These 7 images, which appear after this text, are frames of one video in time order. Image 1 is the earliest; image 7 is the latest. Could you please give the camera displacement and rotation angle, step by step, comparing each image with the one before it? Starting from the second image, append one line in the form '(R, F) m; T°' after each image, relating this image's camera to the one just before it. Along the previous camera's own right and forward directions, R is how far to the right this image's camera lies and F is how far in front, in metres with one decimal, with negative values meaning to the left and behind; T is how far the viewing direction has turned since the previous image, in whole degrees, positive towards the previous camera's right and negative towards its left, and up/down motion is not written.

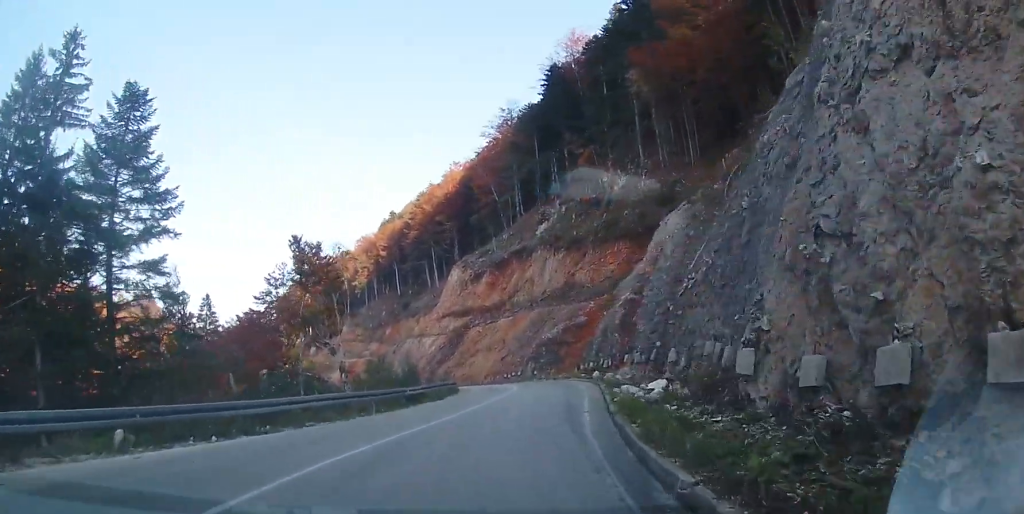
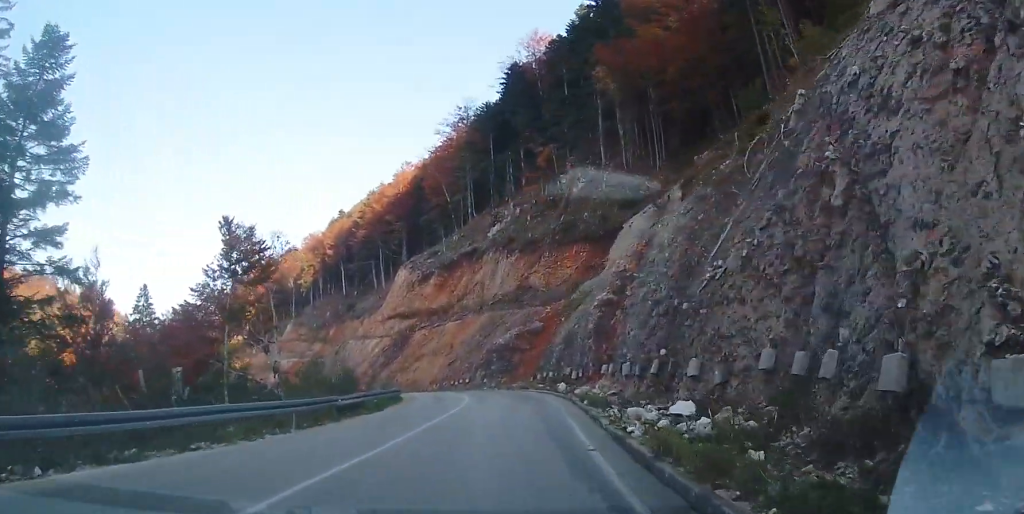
(-0.1, +4.6) m; +6°
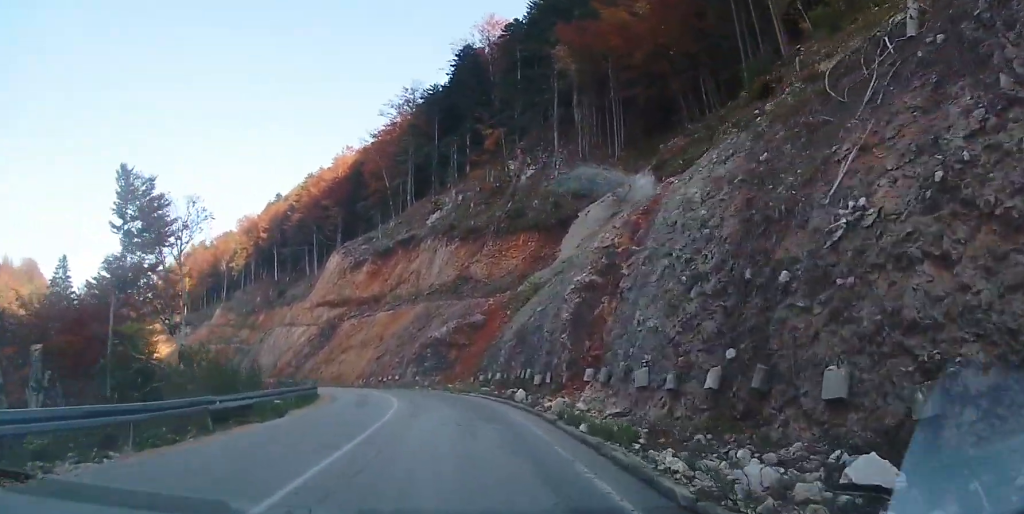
(+1.1, +6.1) m; +8°
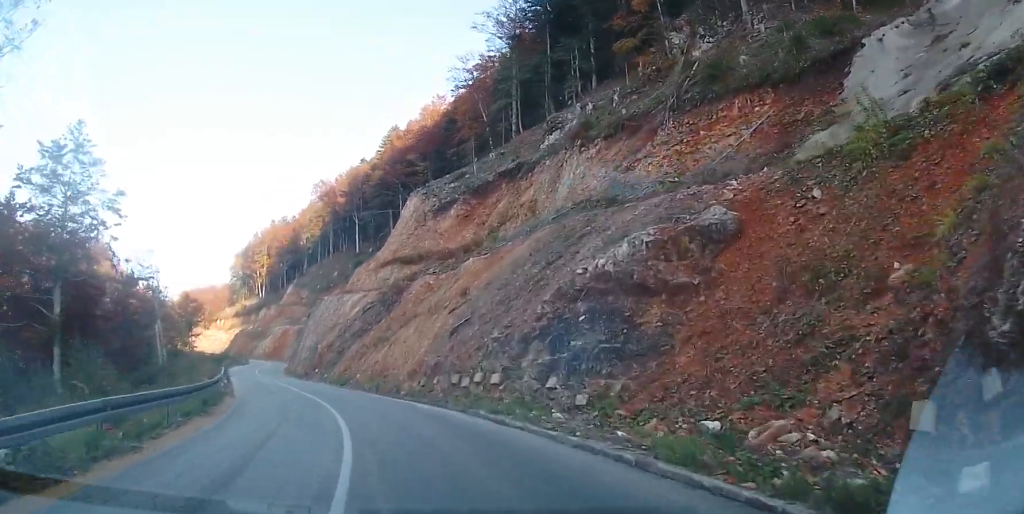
(0.0, +30.8) m; -8°
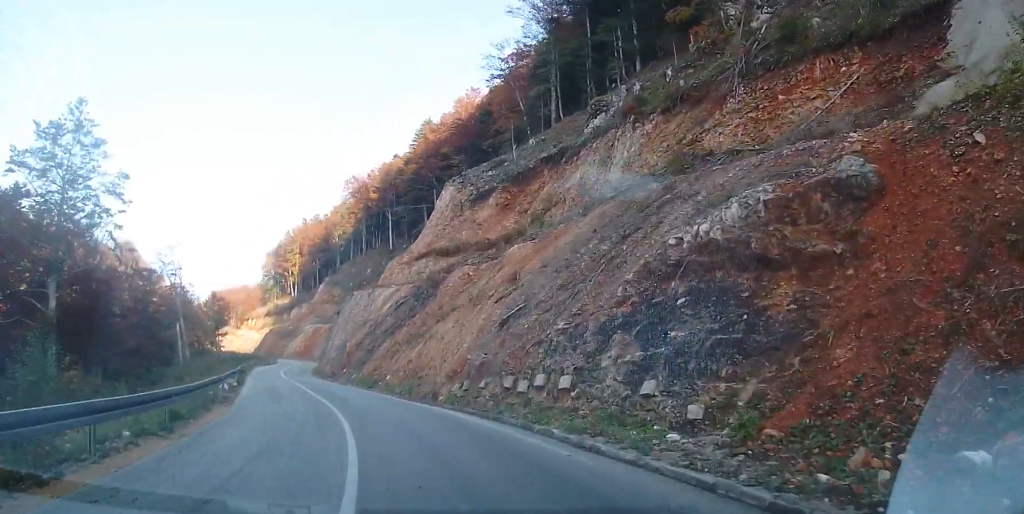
(+0.1, +4.6) m; -3°
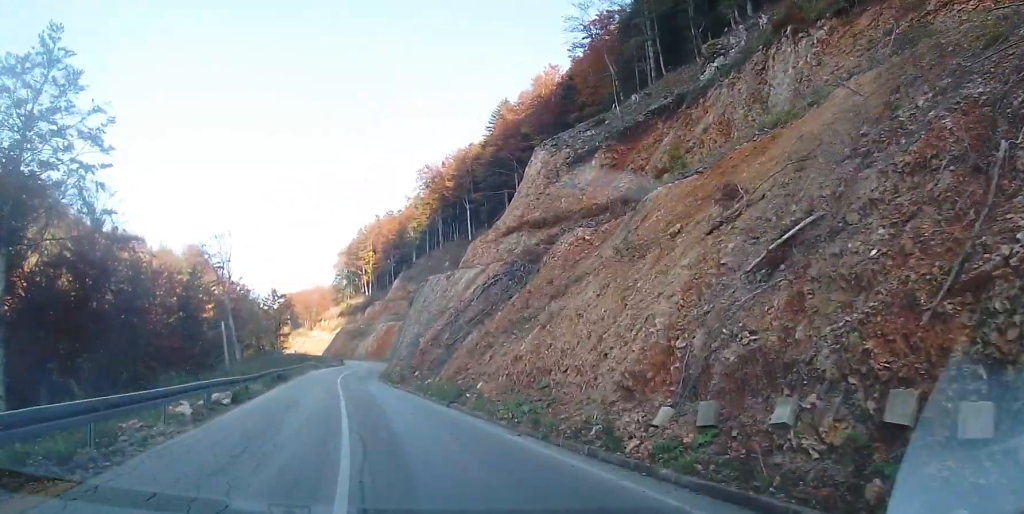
(-0.9, +12.6) m; -4°
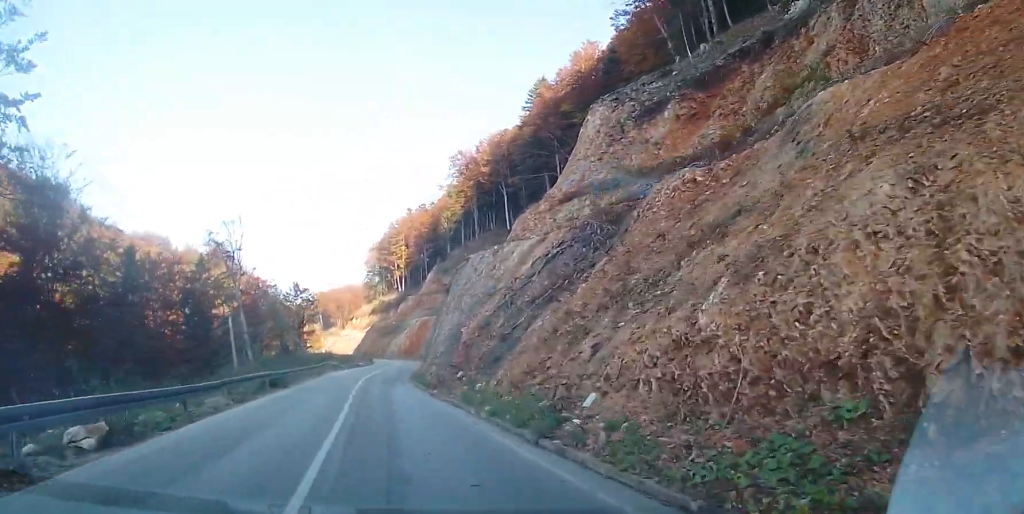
(0.0, +10.1) m; +1°
